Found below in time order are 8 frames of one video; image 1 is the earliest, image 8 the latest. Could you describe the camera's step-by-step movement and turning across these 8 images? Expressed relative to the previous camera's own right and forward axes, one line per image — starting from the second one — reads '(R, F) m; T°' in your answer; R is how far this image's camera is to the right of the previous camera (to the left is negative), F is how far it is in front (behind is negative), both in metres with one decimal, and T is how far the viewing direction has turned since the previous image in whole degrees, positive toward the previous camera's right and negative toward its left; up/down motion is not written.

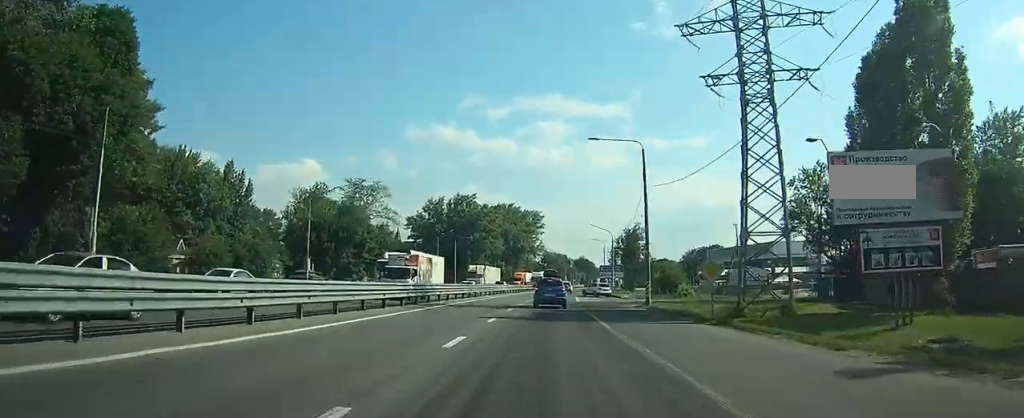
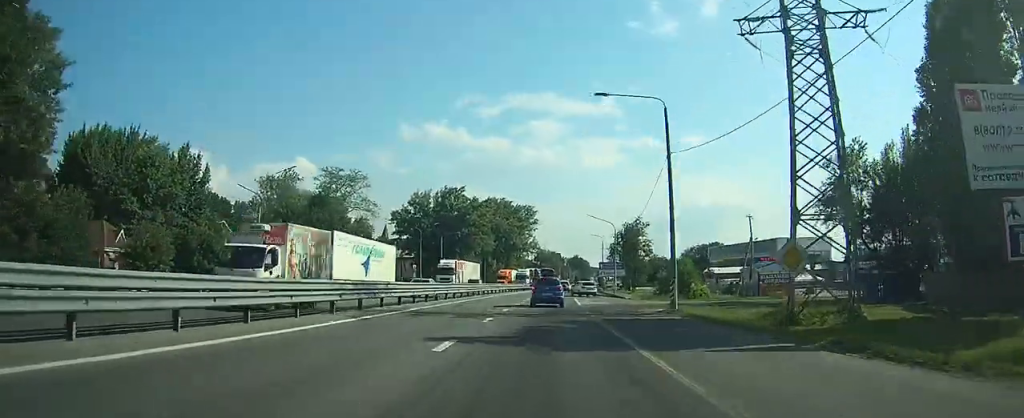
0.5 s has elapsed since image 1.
(+0.4, +8.9) m; +2°
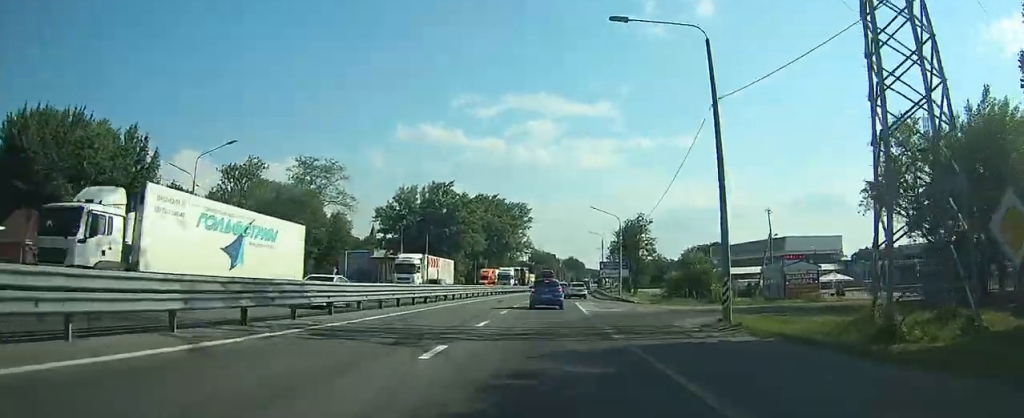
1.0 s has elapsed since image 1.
(+0.4, +8.9) m; +2°
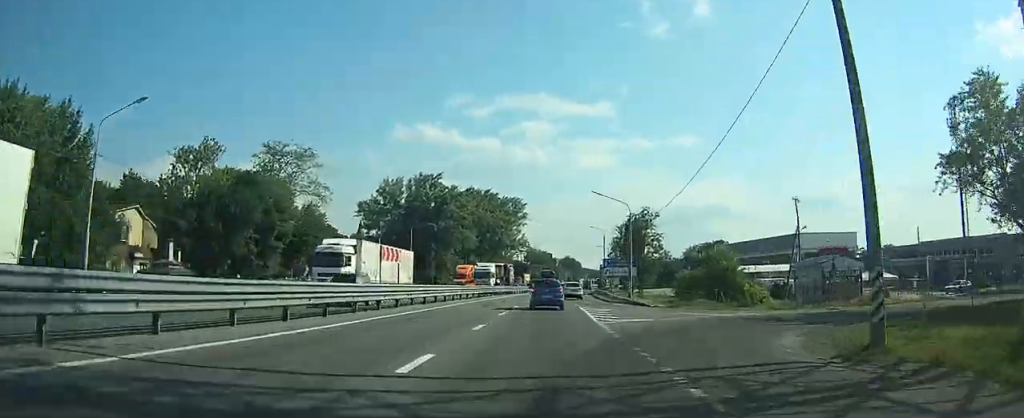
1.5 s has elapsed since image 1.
(0.0, +9.5) m; 0°
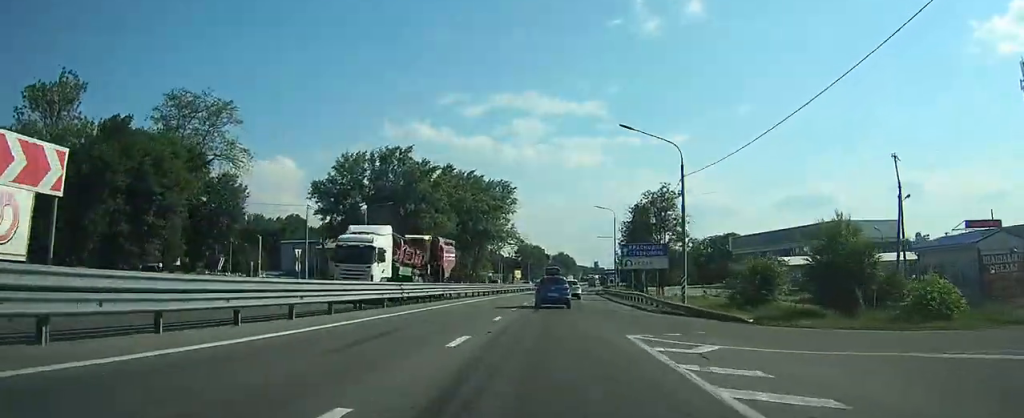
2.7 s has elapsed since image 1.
(-0.1, +21.3) m; 0°
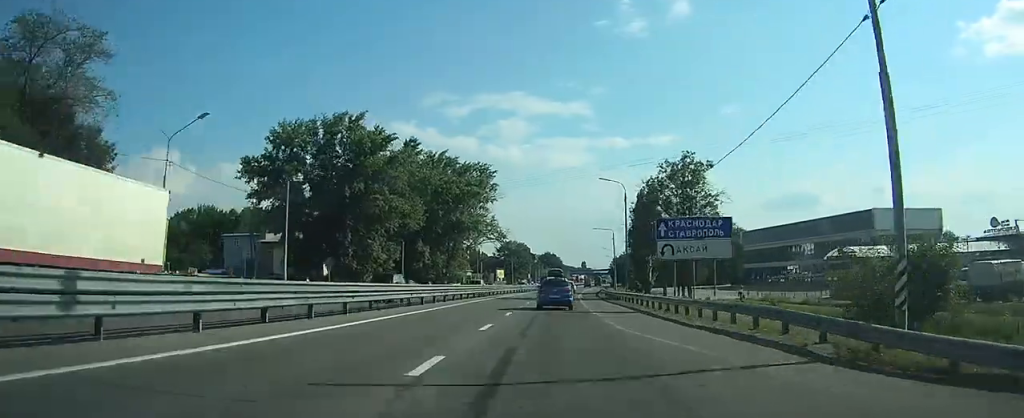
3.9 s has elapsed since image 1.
(+0.1, +20.5) m; +1°
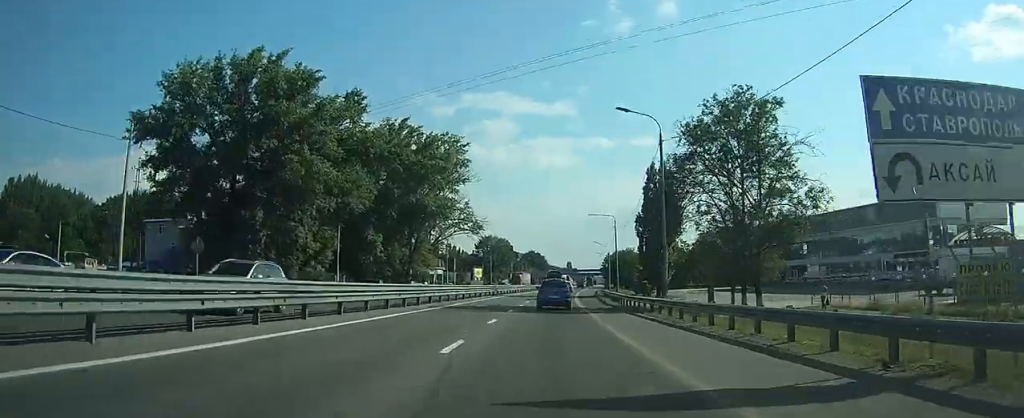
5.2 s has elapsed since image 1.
(+0.5, +21.8) m; +3°
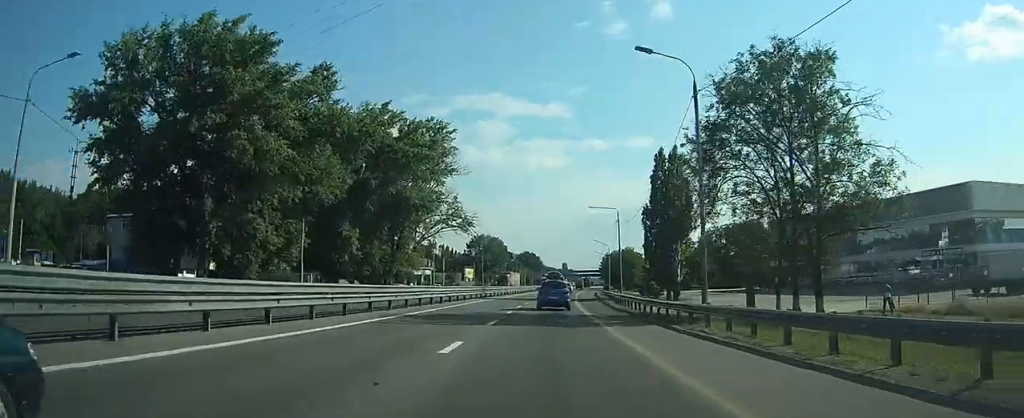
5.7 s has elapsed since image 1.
(+0.1, +8.5) m; 0°
